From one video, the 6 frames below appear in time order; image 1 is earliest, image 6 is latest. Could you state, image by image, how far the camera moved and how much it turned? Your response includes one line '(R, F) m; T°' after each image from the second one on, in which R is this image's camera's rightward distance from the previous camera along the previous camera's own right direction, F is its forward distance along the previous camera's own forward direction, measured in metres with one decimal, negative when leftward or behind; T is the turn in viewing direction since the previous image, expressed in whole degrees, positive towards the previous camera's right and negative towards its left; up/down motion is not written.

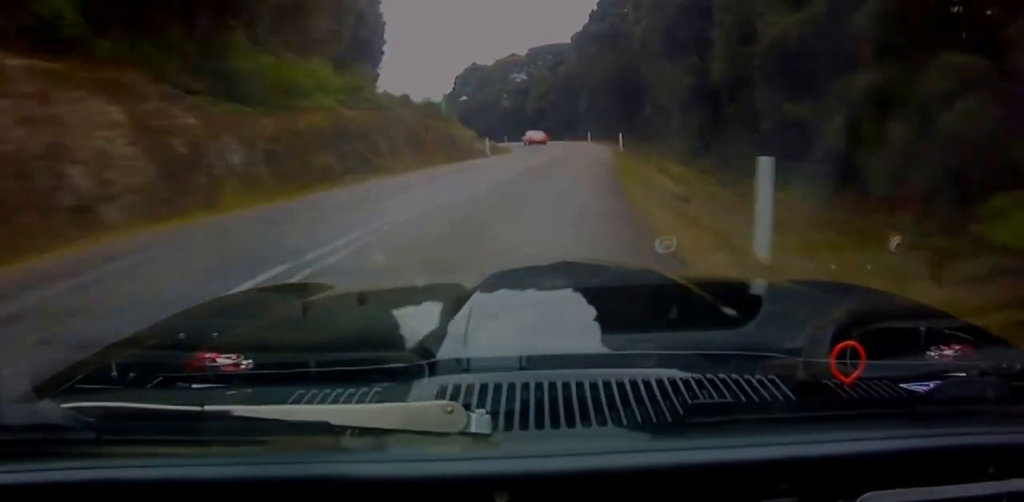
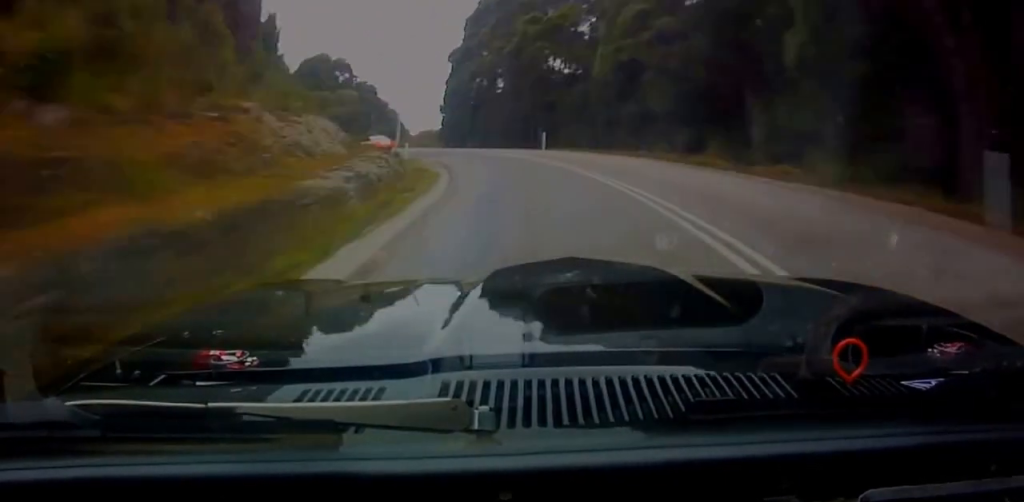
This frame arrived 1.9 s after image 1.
(+8.0, +56.4) m; +6°
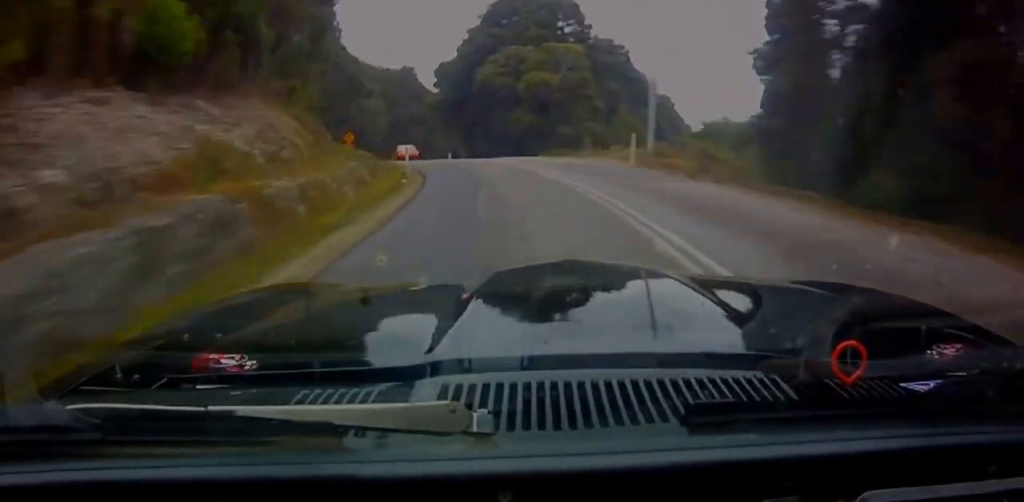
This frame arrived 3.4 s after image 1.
(-4.7, +44.7) m; -14°
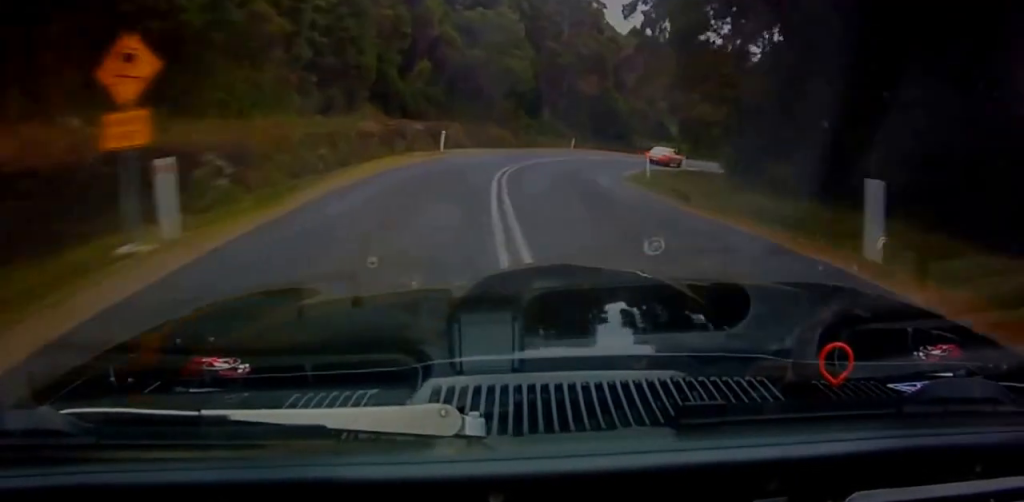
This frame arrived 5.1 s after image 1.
(-8.0, +46.0) m; -16°
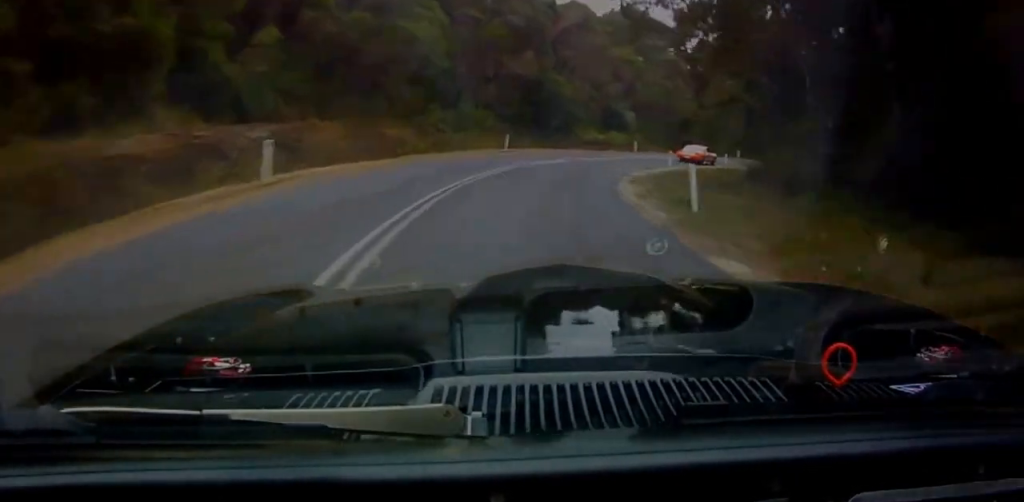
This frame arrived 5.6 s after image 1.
(-0.6, +15.3) m; +1°
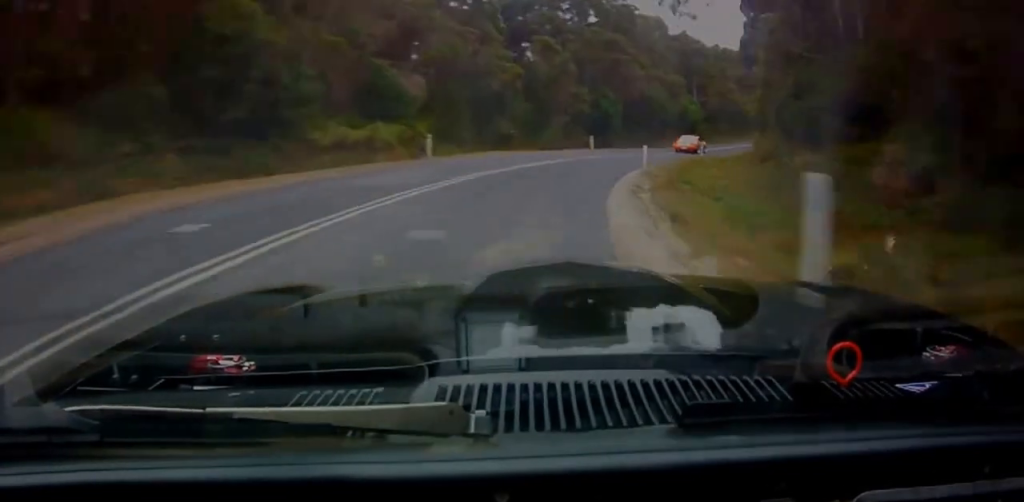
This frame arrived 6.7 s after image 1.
(+1.3, +31.8) m; +10°
